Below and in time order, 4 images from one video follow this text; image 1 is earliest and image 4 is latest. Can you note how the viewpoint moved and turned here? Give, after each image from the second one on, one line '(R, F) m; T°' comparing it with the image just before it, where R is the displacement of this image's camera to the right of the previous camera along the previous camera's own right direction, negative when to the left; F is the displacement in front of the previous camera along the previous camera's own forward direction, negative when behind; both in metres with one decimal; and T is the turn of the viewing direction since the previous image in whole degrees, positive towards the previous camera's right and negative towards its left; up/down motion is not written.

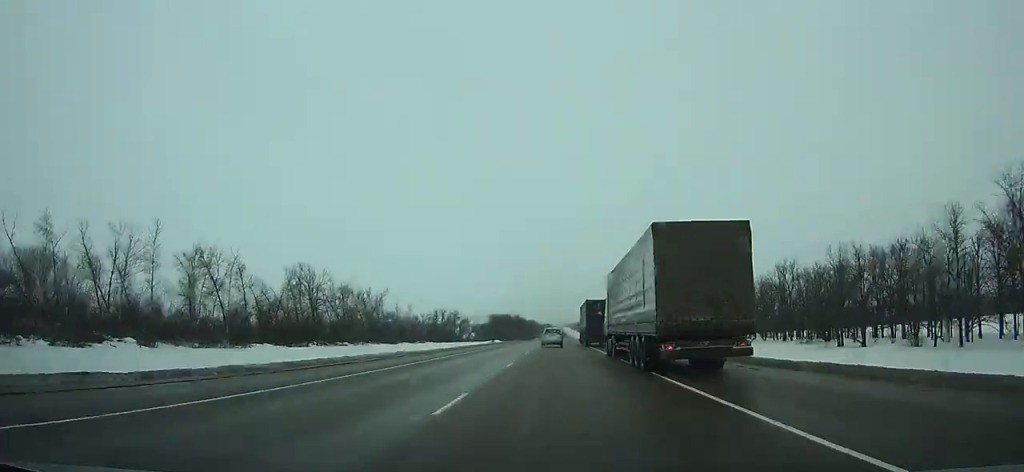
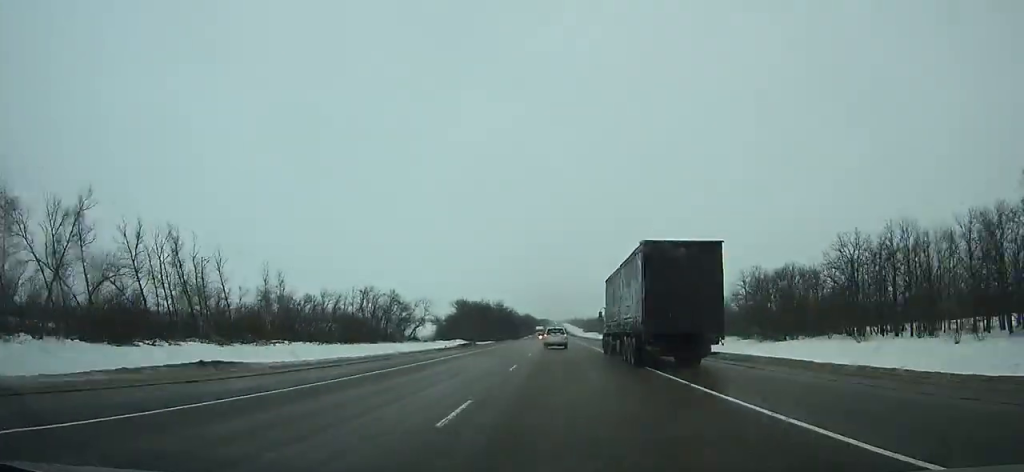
(+0.1, +95.7) m; 0°
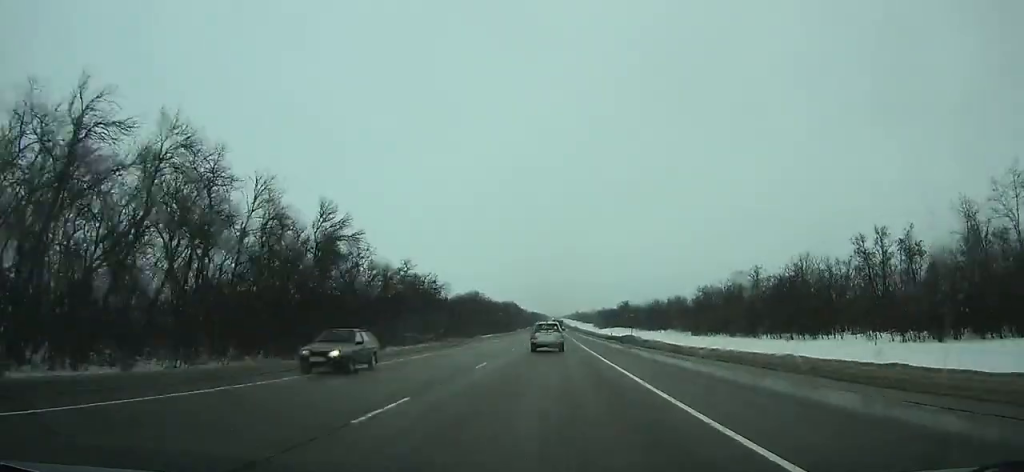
(+0.6, +218.8) m; 0°
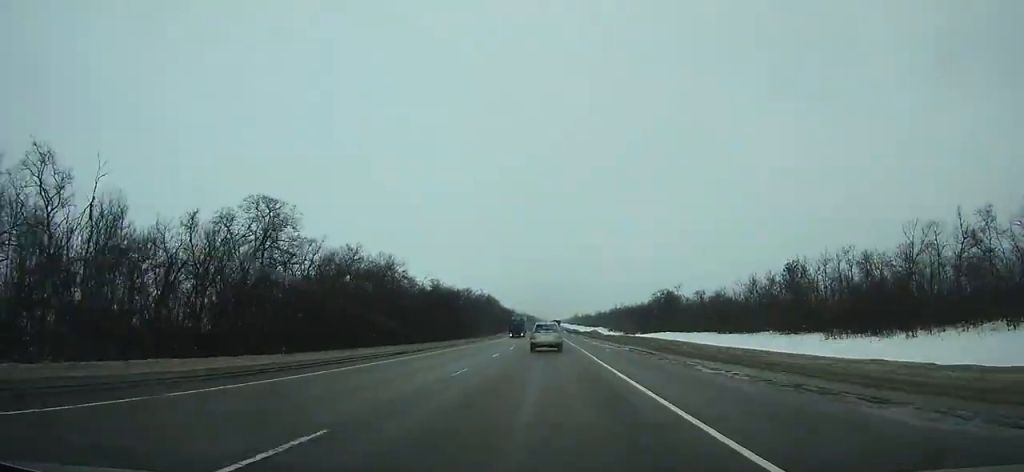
(+2.5, +160.1) m; +4°
